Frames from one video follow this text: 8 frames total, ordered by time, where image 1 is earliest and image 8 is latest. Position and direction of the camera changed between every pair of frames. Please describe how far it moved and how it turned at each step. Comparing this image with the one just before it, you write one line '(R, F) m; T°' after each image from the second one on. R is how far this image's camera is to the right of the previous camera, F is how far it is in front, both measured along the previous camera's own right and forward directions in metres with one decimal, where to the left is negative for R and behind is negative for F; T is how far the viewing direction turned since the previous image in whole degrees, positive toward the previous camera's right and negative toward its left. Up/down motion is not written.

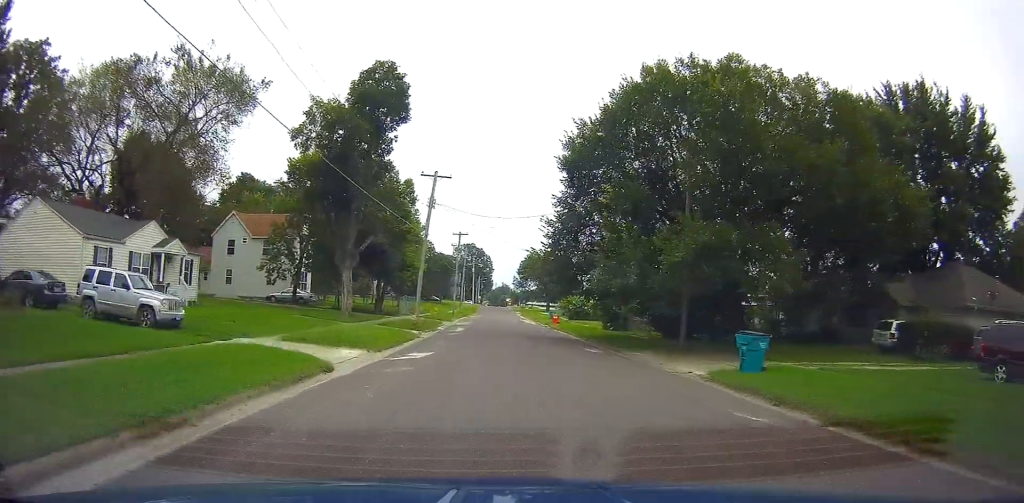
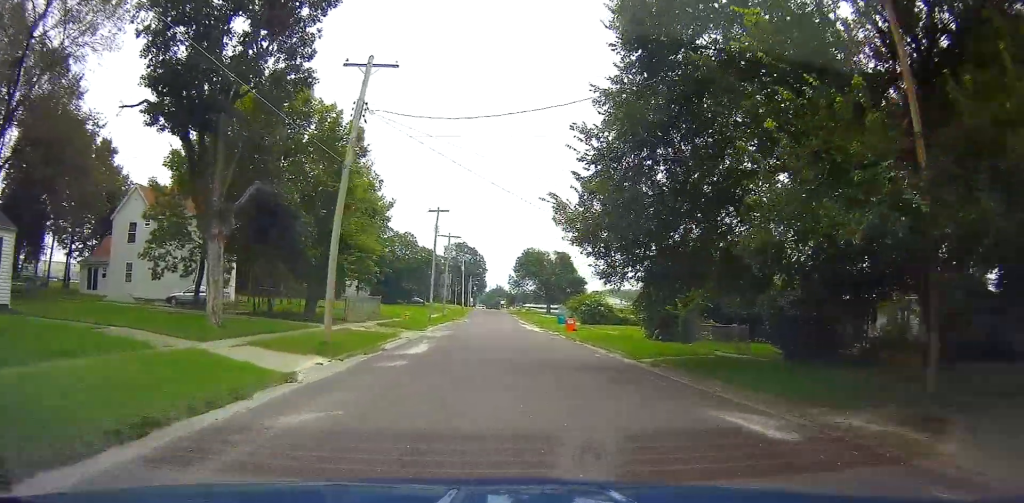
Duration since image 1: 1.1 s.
(+1.0, +16.6) m; +2°
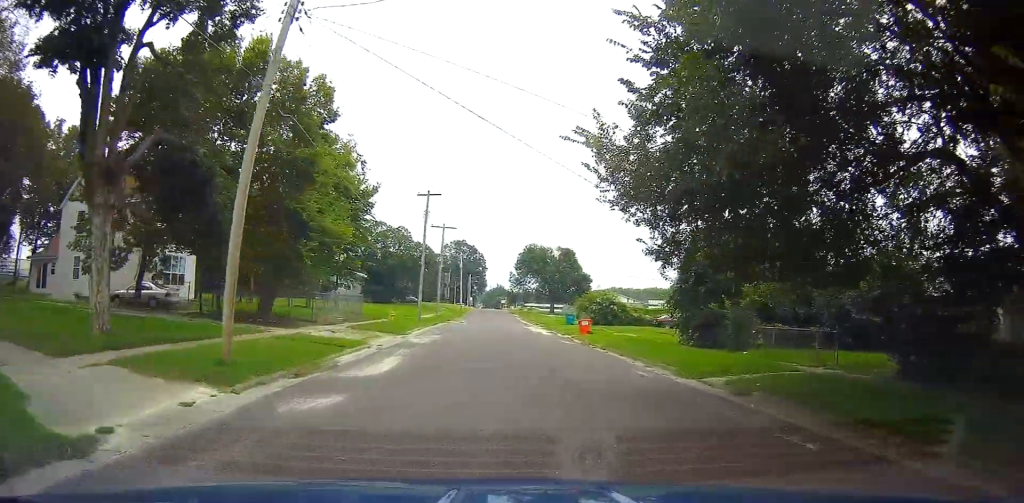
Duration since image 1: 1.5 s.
(+0.1, +6.6) m; -1°
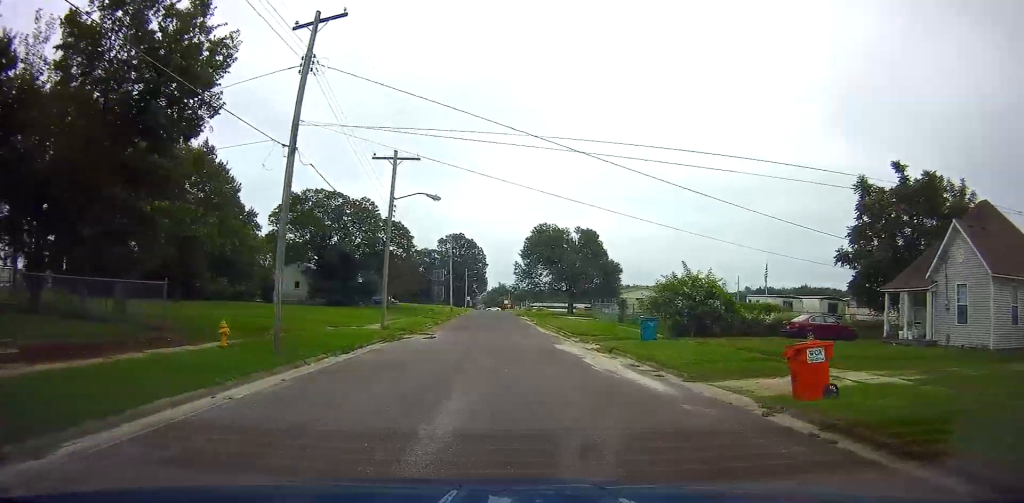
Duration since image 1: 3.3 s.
(-1.1, +26.3) m; -2°
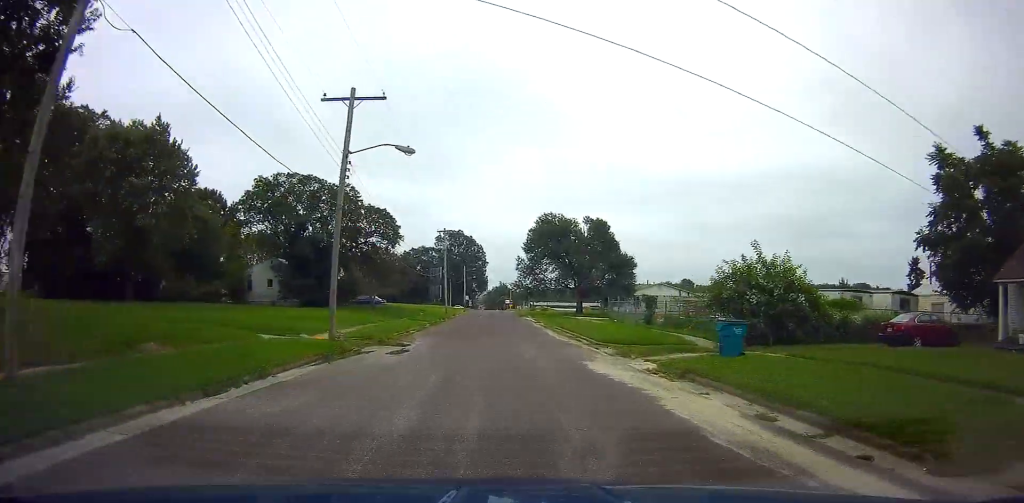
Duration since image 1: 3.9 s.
(0.0, +8.9) m; -1°
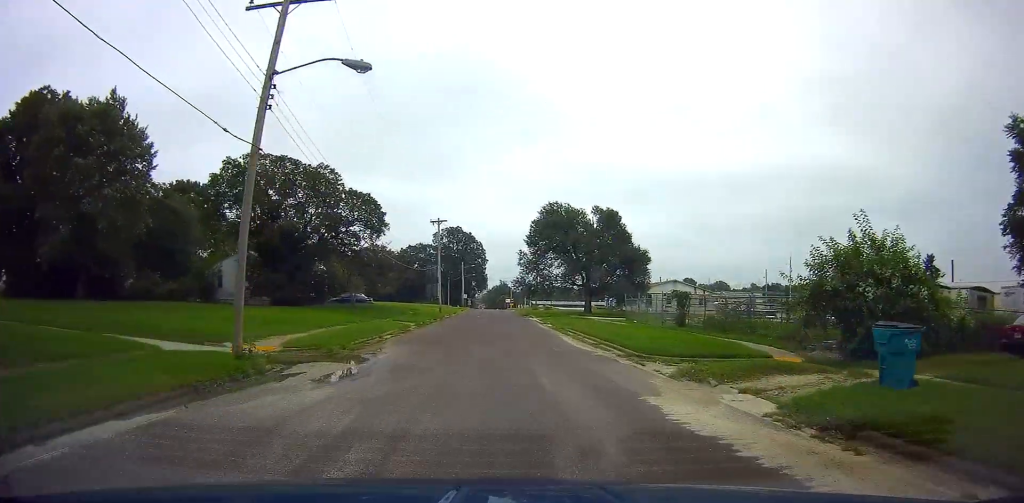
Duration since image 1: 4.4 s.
(+0.1, +7.4) m; -1°
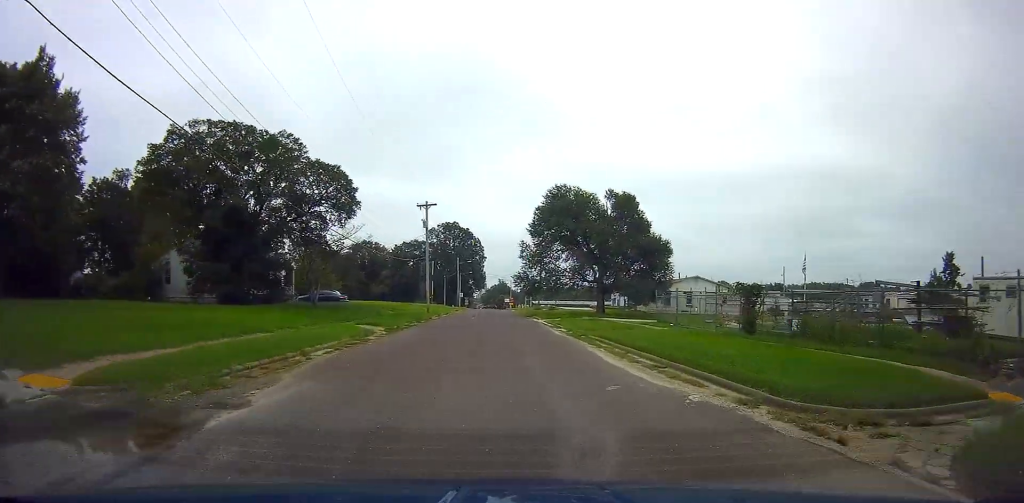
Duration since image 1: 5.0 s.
(-0.3, +9.7) m; -1°
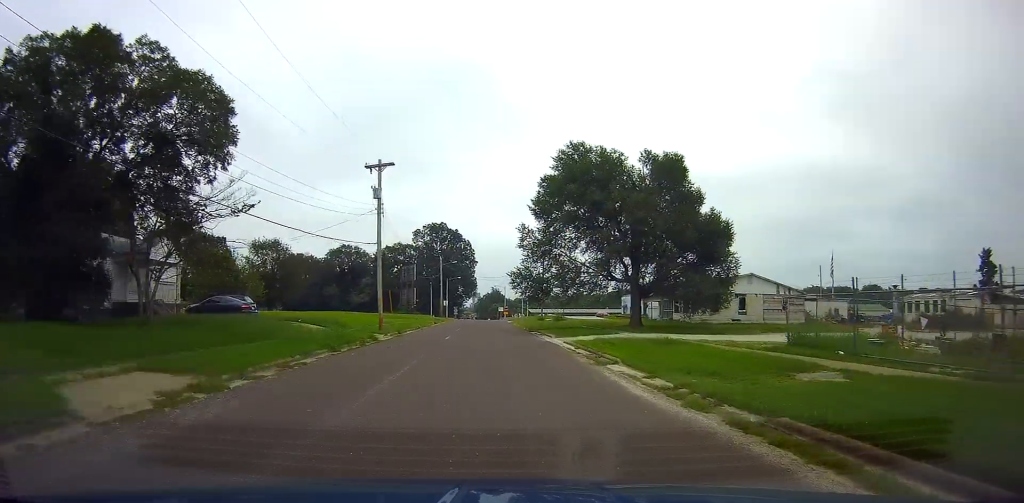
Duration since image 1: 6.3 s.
(-0.2, +18.8) m; -2°
